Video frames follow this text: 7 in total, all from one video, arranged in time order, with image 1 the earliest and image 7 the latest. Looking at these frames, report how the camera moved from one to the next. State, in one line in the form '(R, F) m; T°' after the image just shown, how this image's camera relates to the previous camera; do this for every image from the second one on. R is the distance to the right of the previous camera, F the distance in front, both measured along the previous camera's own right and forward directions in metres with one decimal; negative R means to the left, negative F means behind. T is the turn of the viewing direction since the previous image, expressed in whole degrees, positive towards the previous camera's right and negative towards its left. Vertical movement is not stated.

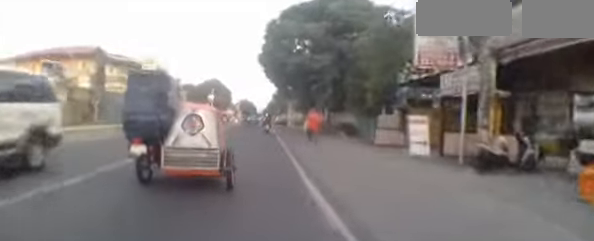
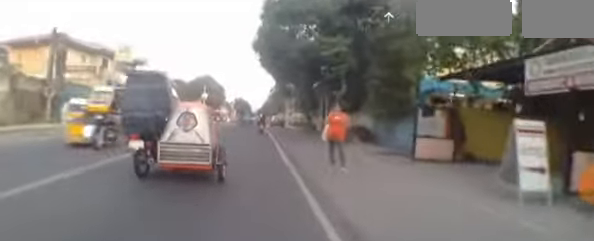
(+0.4, +5.2) m; +2°
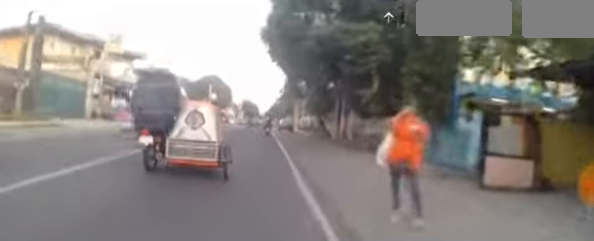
(0.0, +3.8) m; -3°
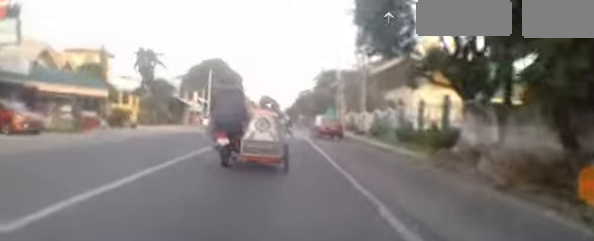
(-4.7, +23.2) m; -7°
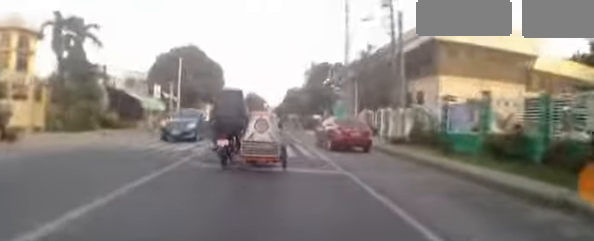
(+0.6, +10.1) m; -2°
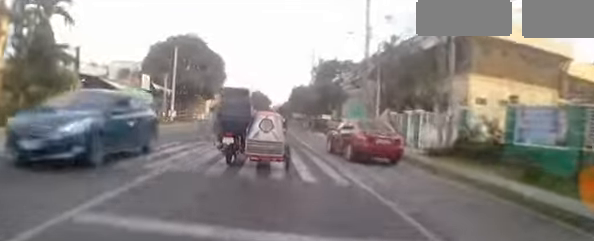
(-0.2, +4.1) m; -5°
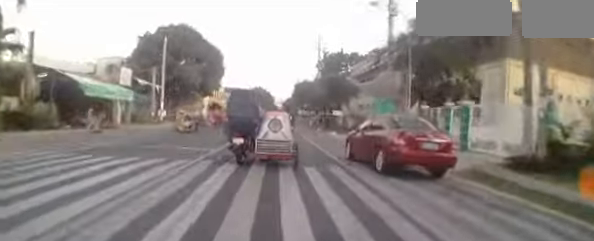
(-0.2, +4.9) m; -2°
